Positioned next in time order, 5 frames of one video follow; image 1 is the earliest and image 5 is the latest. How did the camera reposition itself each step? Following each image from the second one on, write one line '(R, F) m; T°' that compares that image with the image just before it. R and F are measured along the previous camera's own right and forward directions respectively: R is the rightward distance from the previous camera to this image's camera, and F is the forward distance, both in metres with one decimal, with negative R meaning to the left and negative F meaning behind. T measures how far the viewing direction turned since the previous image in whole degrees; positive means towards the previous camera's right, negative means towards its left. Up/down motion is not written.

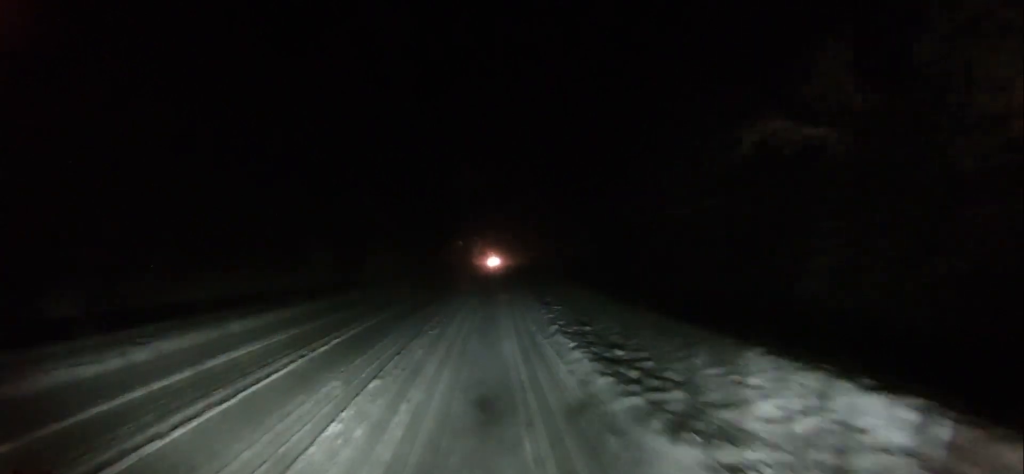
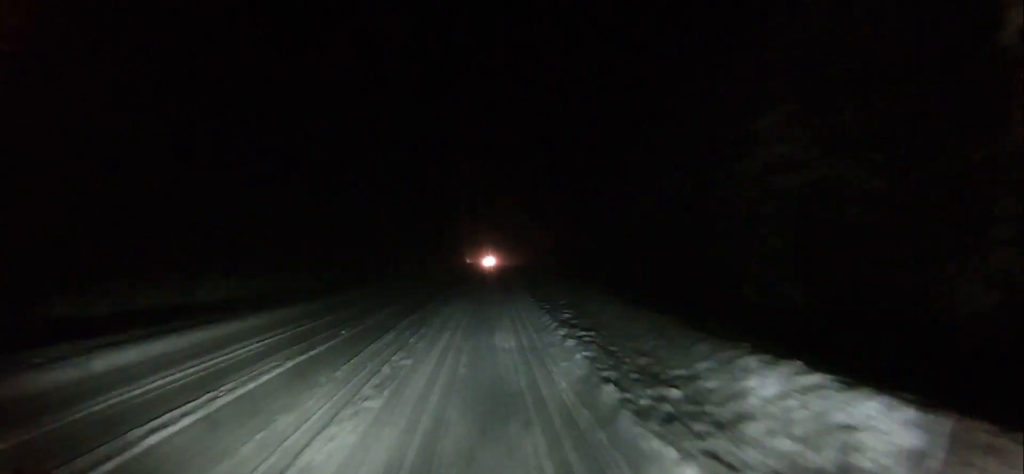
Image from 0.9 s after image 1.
(-0.2, +10.3) m; 0°
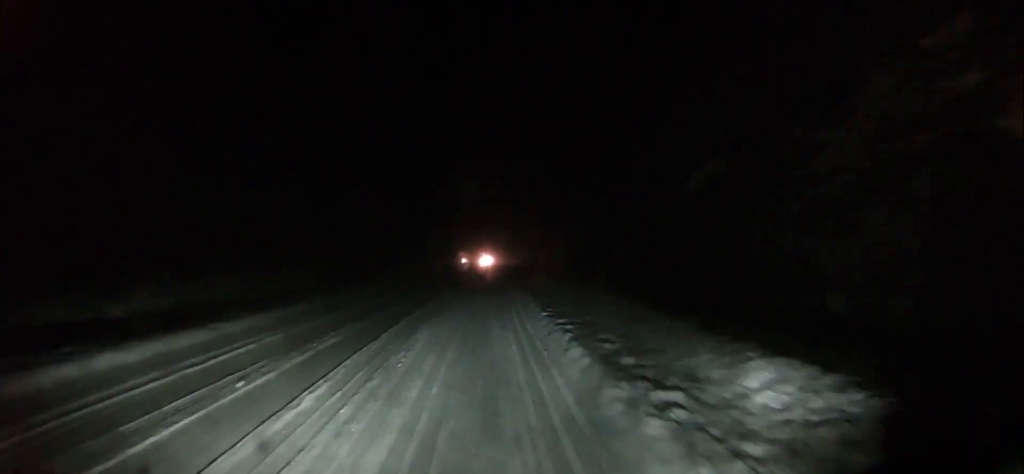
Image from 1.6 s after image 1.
(-0.1, +8.8) m; 0°
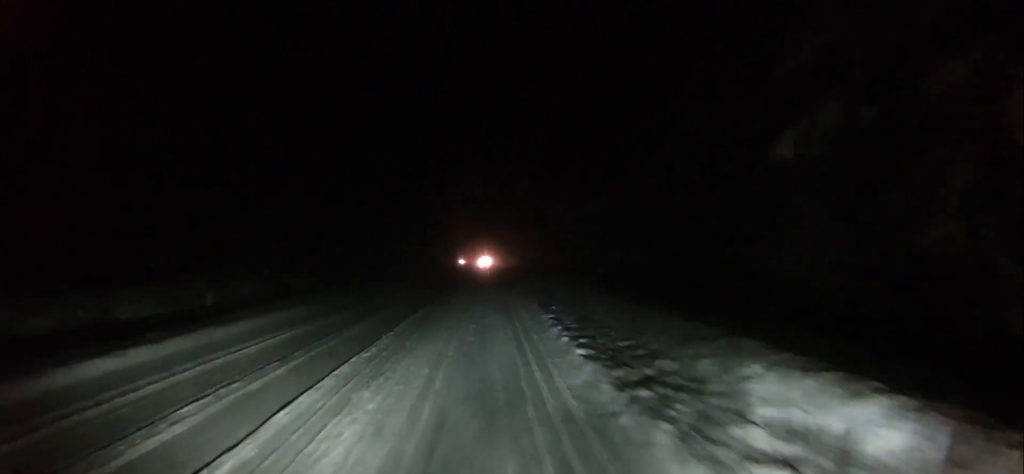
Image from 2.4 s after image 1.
(+0.5, +10.0) m; 0°
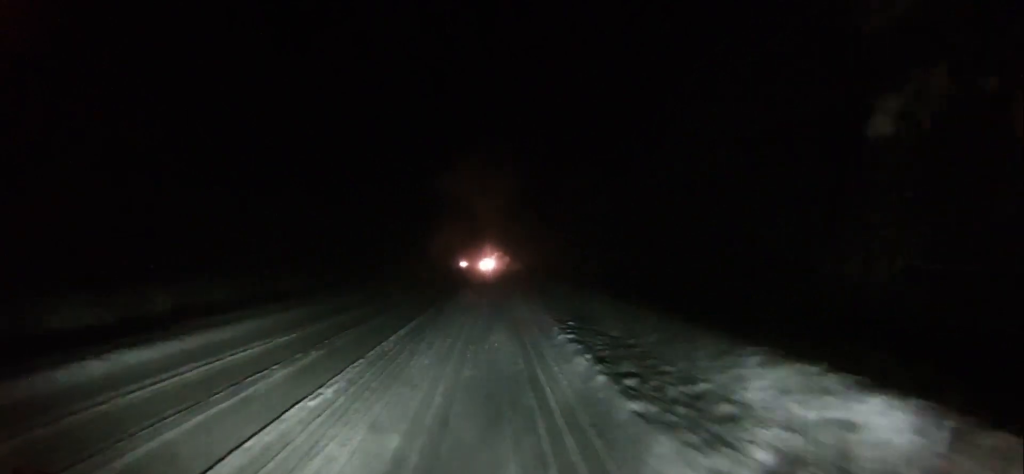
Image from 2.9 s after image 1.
(-0.3, +5.2) m; 0°
